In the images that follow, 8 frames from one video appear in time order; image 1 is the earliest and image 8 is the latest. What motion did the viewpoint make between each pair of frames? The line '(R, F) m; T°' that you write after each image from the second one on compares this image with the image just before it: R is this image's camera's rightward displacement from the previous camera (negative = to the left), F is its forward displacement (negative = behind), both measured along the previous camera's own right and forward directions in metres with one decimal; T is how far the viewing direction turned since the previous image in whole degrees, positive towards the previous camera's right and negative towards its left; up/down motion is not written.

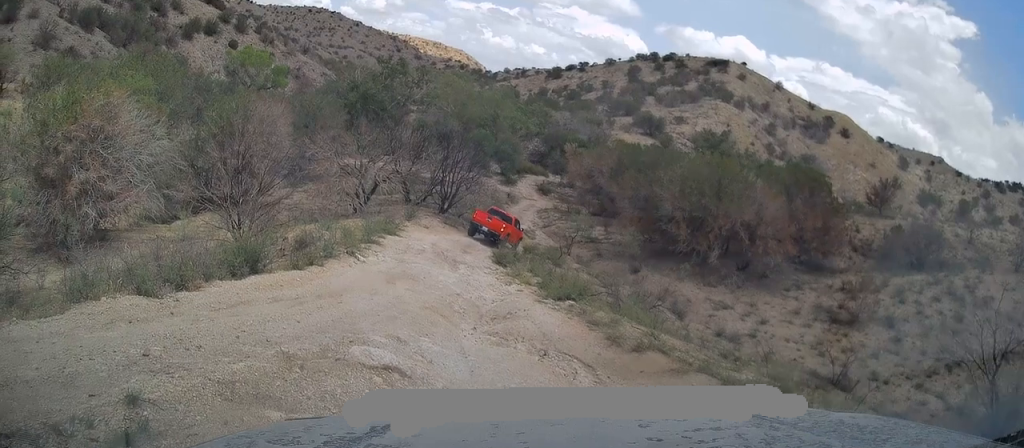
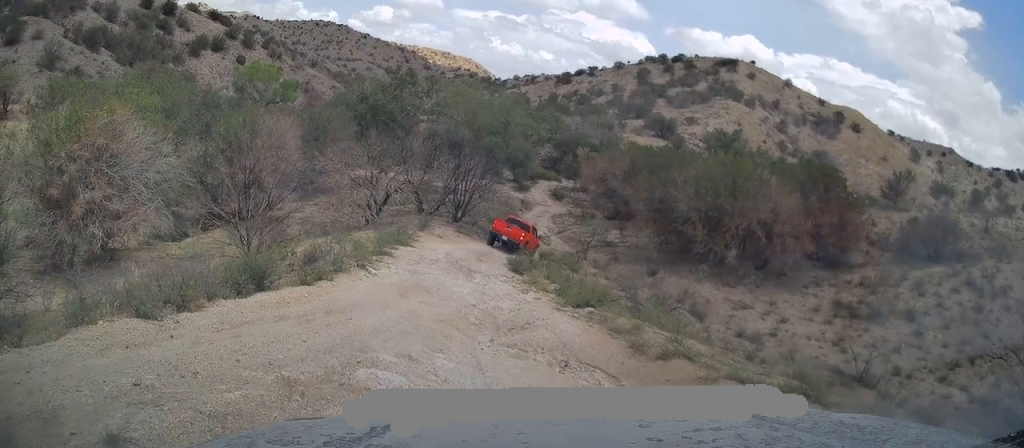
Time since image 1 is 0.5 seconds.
(+0.1, +0.3) m; 0°
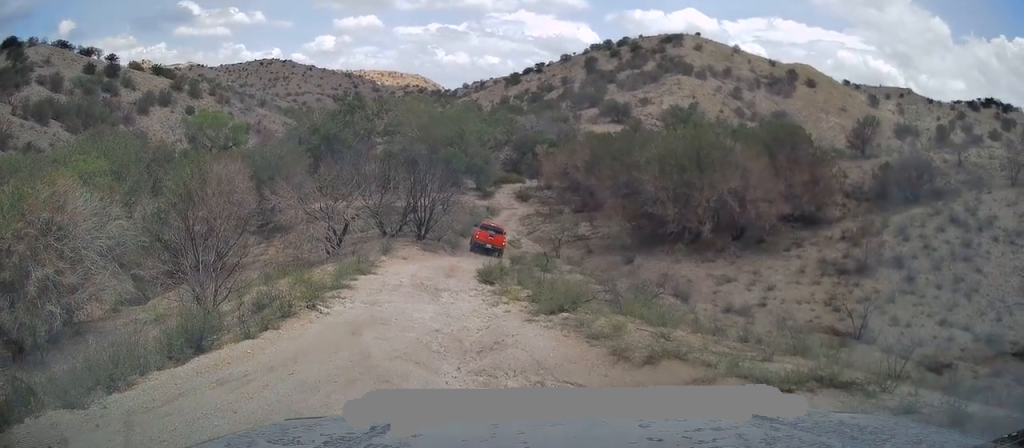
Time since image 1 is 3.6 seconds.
(+0.1, +2.1) m; 0°
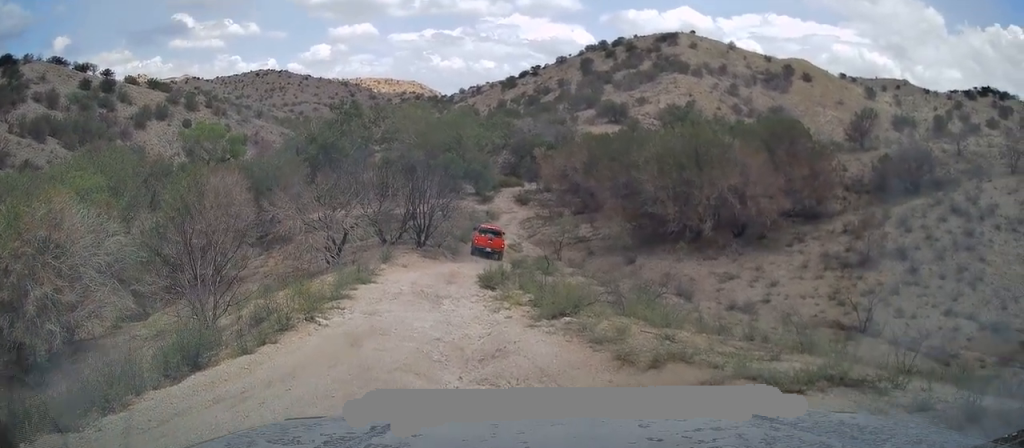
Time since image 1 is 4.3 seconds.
(+0.1, +0.5) m; 0°
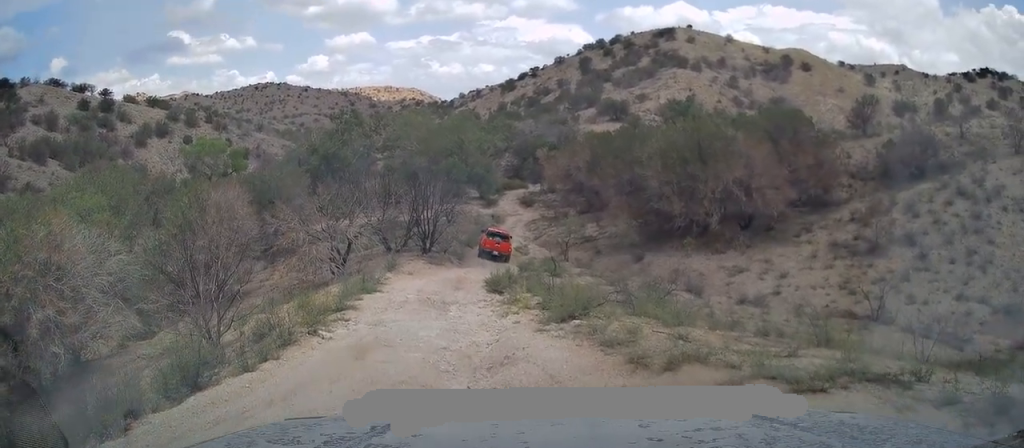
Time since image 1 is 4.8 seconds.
(0.0, +0.3) m; 0°
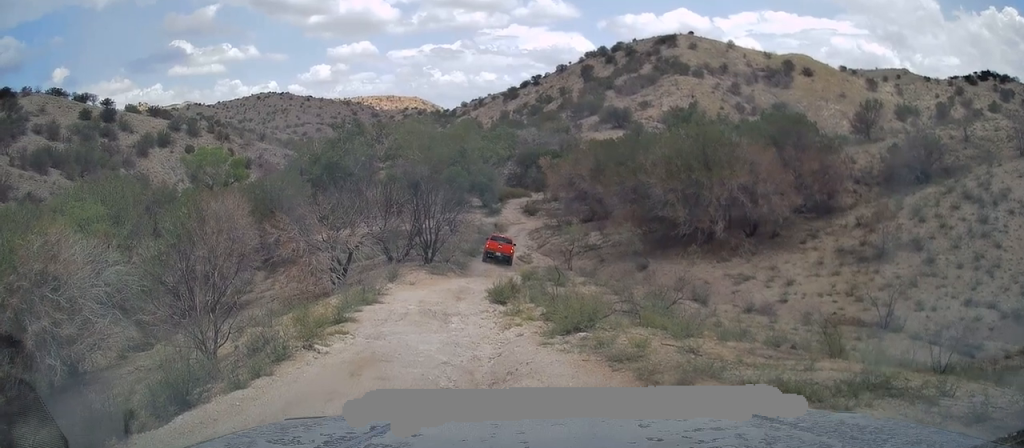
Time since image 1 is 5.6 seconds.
(+0.2, +0.5) m; 0°
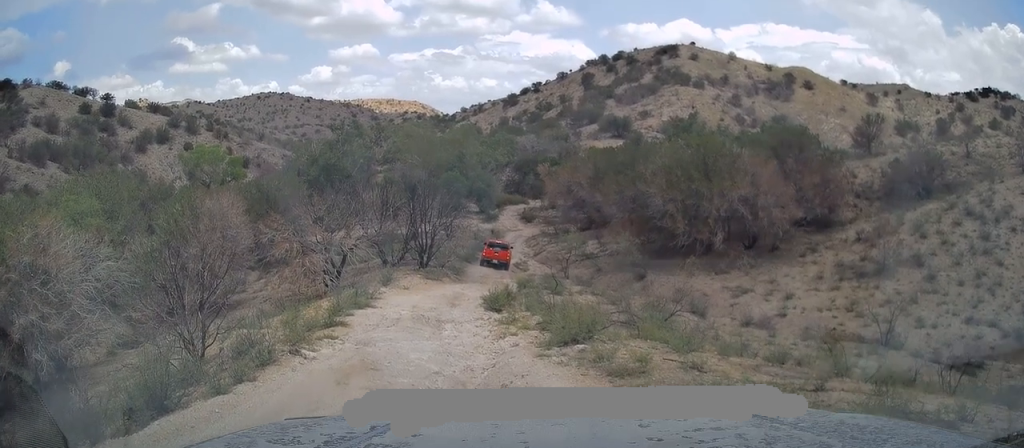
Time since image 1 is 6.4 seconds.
(+0.2, +0.5) m; 0°
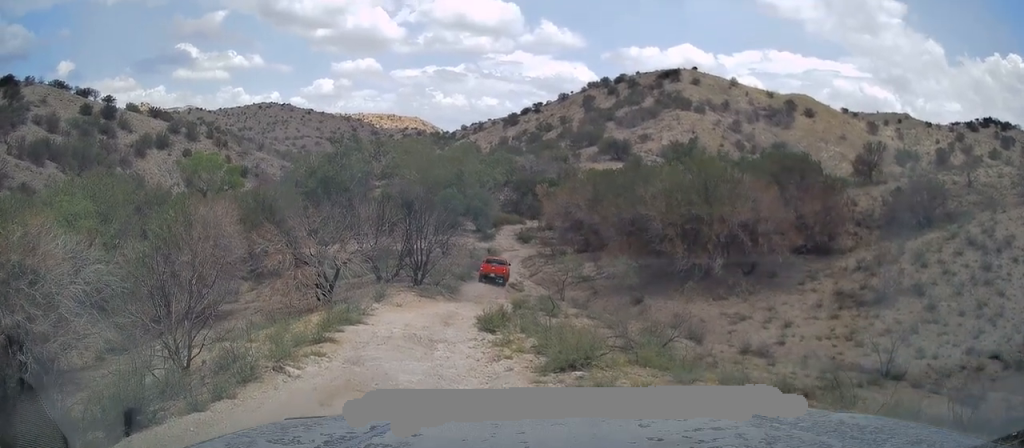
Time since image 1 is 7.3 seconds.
(-0.1, +0.5) m; 0°
